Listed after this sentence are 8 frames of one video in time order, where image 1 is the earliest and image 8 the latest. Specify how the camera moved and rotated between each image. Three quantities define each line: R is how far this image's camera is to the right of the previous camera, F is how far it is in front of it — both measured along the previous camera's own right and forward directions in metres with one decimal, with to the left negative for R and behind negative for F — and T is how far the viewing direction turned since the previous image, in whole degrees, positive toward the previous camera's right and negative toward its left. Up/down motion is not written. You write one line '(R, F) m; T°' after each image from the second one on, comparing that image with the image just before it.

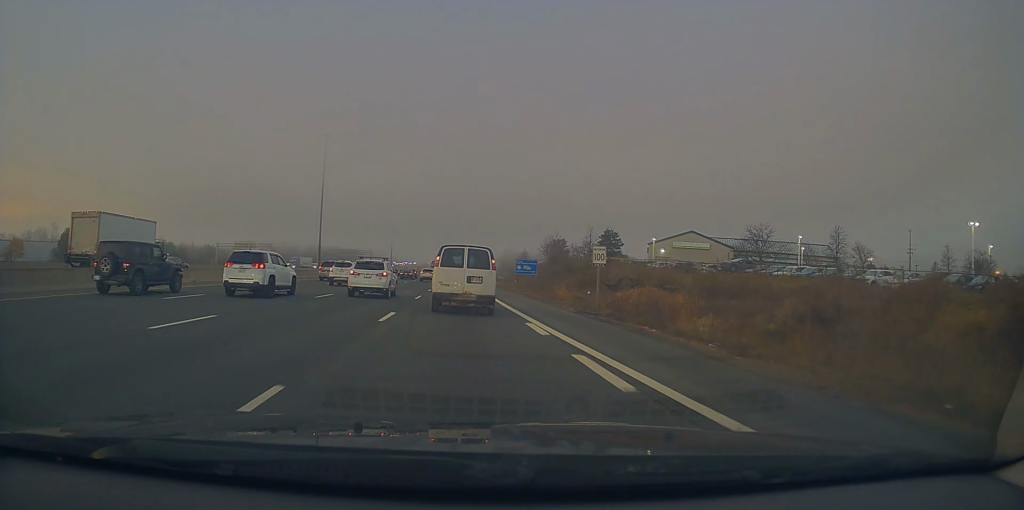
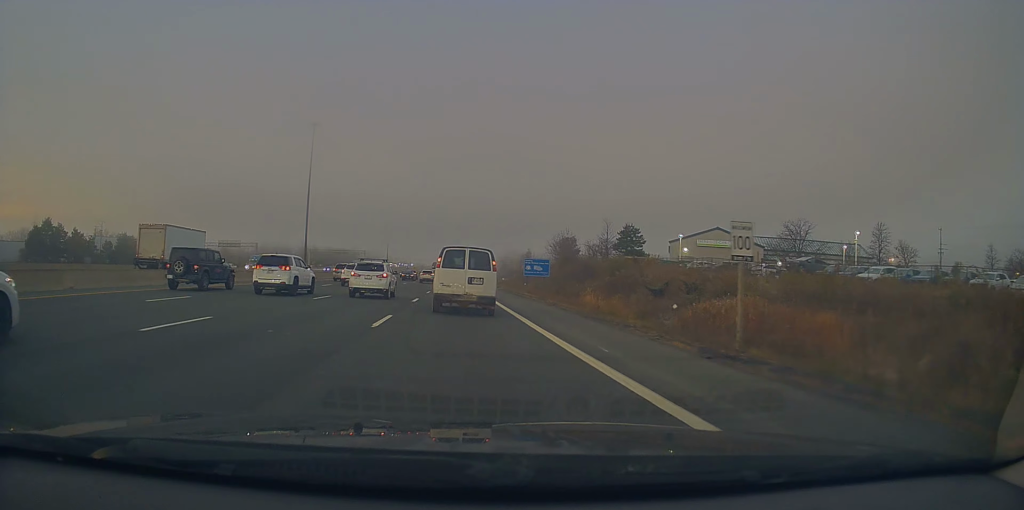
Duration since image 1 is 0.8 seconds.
(-0.5, +12.6) m; 0°
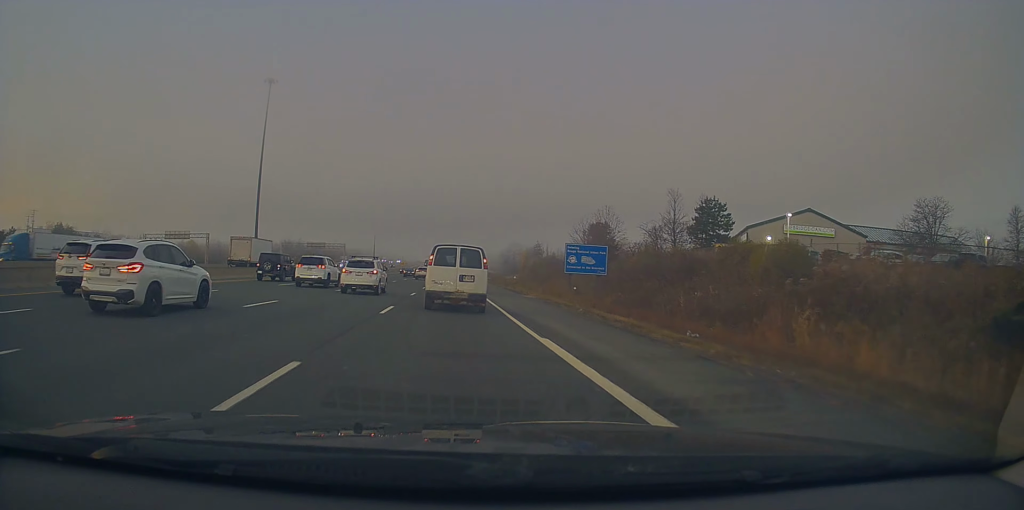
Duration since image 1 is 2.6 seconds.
(+0.4, +31.3) m; +1°
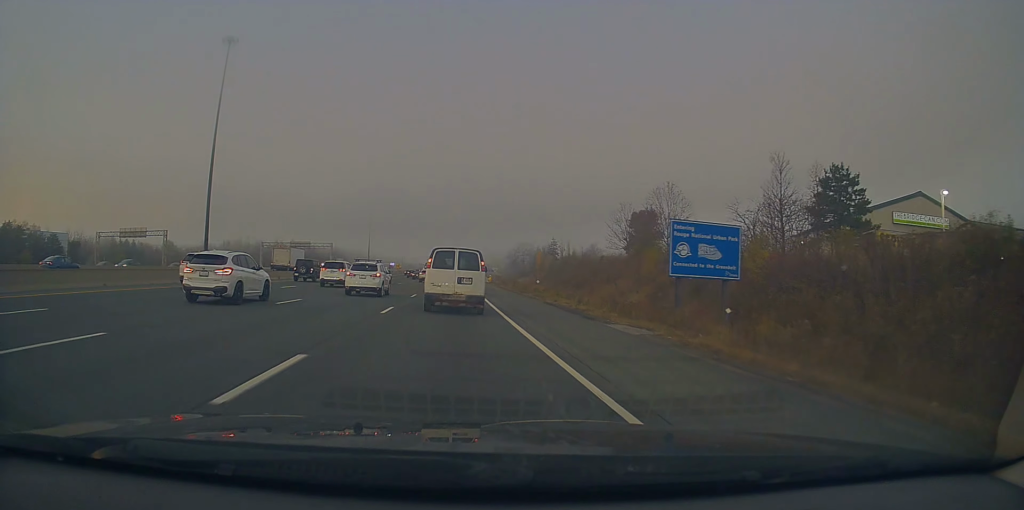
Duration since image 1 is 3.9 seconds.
(+0.5, +23.1) m; +1°
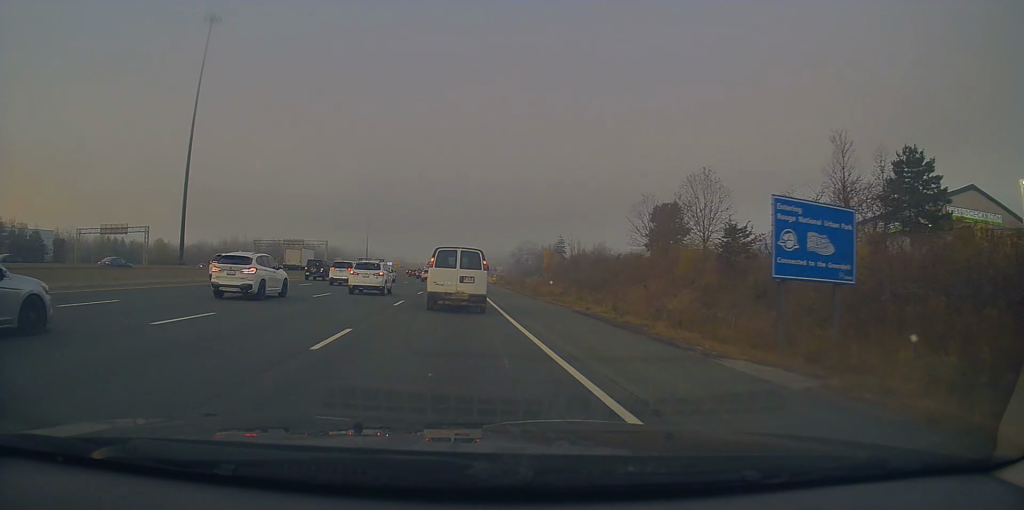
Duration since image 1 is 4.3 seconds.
(-0.1, +8.0) m; -1°
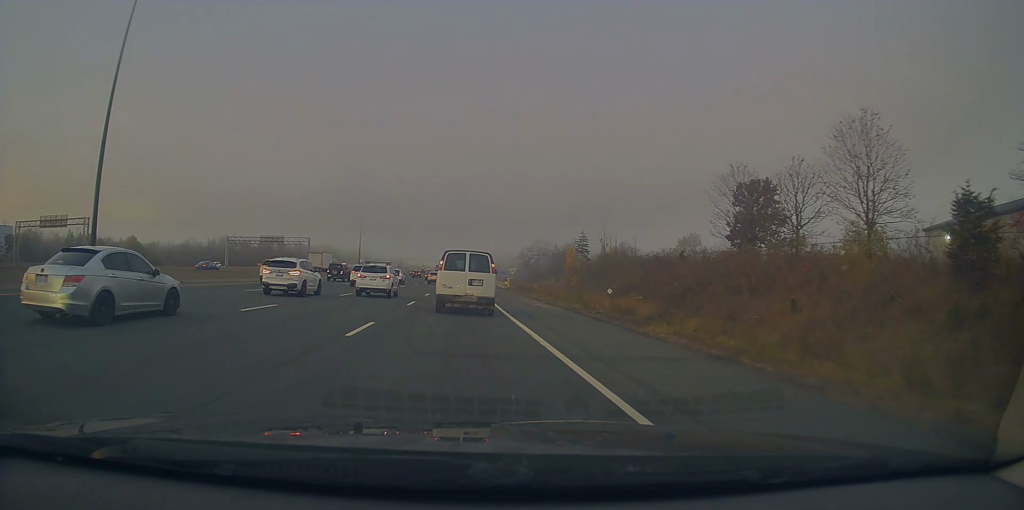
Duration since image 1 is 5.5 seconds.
(-0.7, +21.1) m; 0°
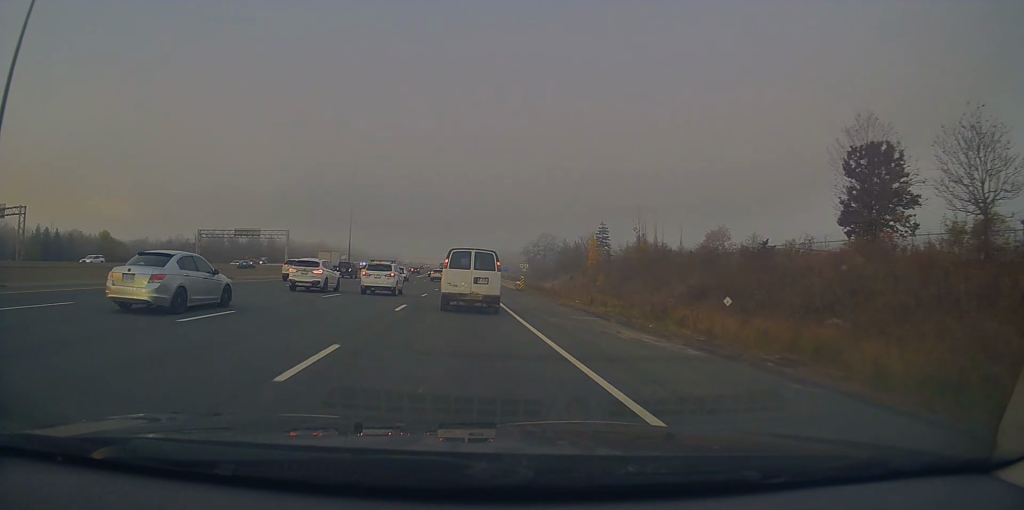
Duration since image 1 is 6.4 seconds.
(+0.4, +16.0) m; +1°
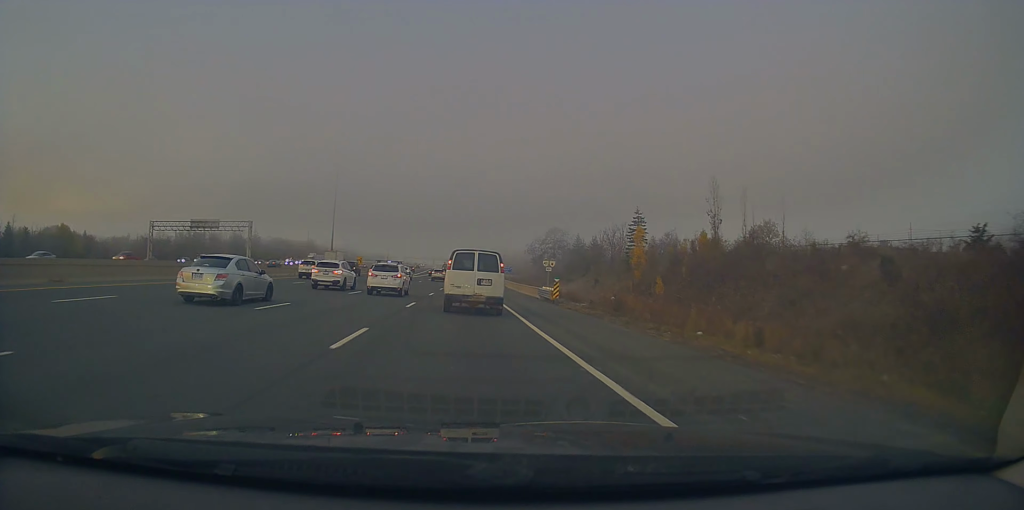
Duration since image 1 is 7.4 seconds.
(0.0, +20.5) m; -1°
